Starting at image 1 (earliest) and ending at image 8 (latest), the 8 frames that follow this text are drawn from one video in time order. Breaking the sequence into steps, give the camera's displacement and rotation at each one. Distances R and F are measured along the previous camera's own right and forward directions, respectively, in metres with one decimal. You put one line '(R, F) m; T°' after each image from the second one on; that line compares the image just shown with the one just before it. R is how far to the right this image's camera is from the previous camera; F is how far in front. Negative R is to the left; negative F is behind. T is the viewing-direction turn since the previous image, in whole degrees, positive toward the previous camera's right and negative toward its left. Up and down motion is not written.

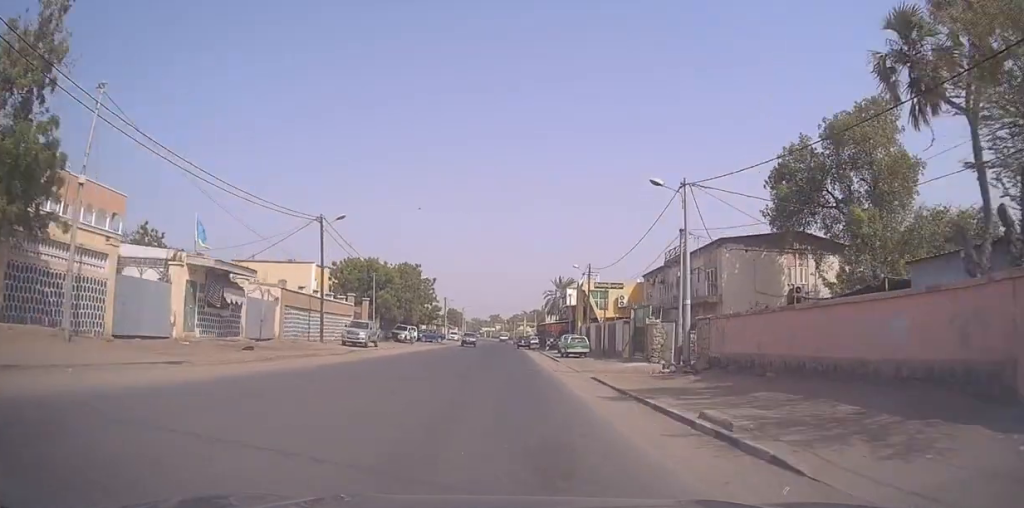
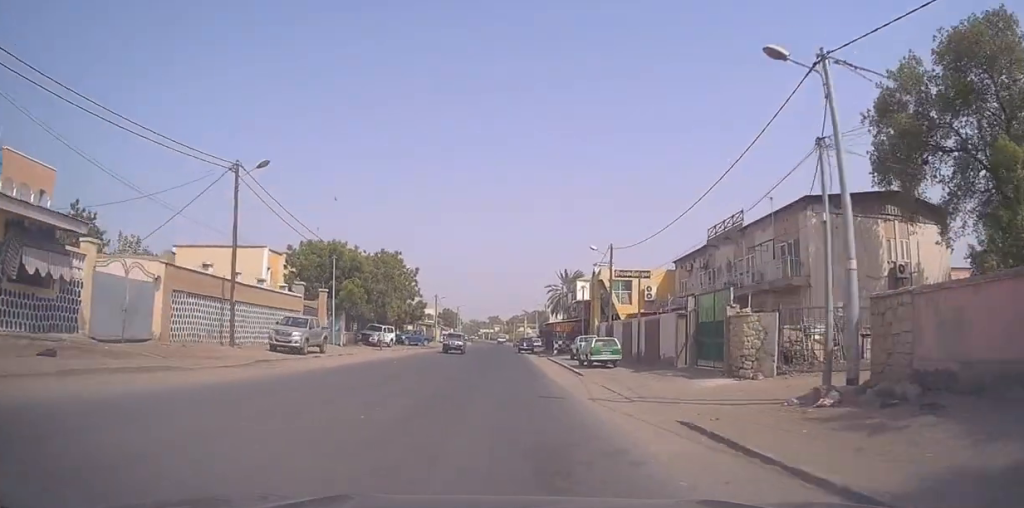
(-0.2, +12.2) m; +1°
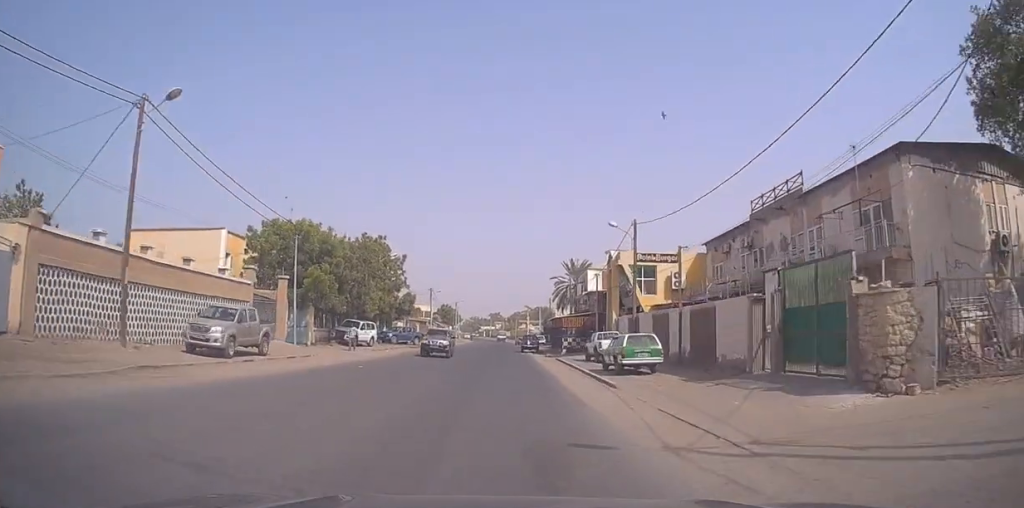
(+0.2, +7.8) m; 0°
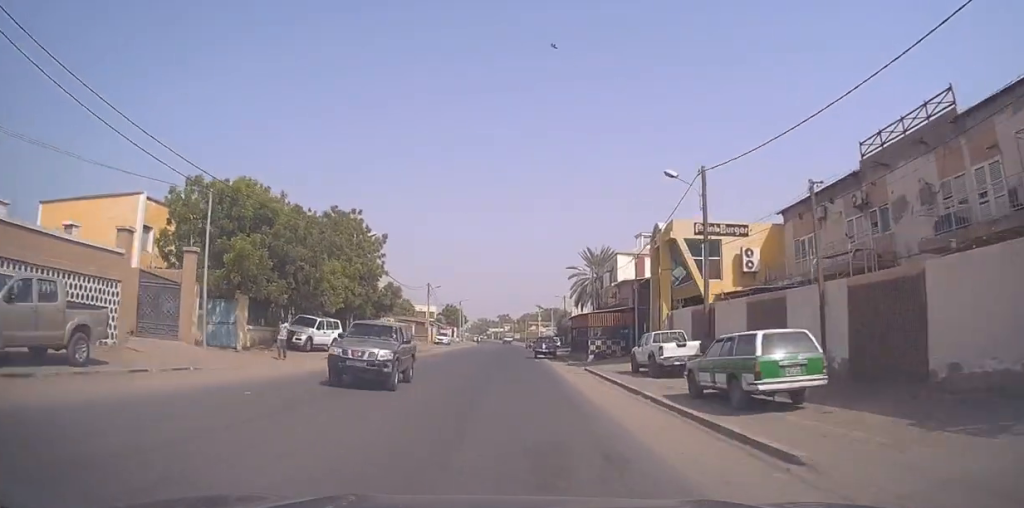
(+0.2, +11.3) m; -1°
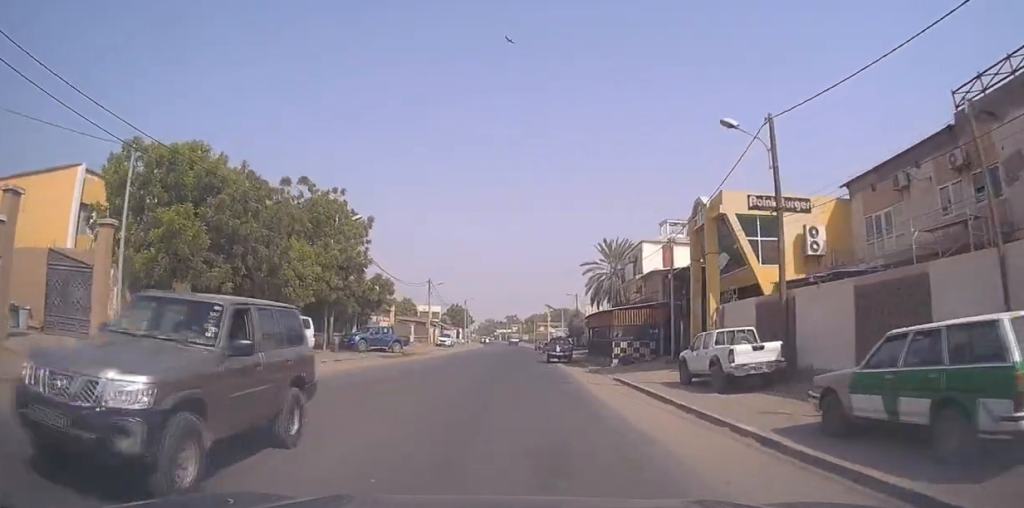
(-0.4, +6.2) m; -1°
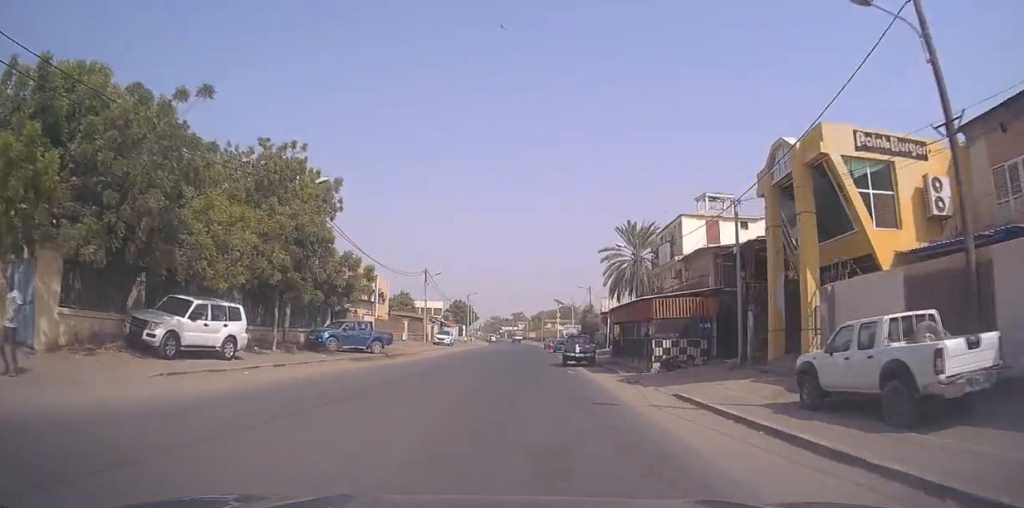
(-0.1, +7.9) m; 0°
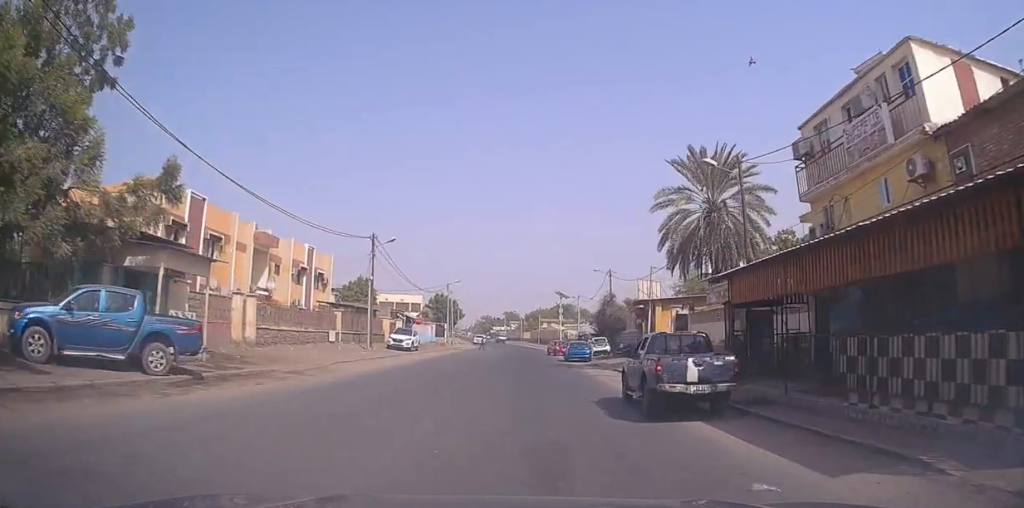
(+0.5, +21.0) m; 0°
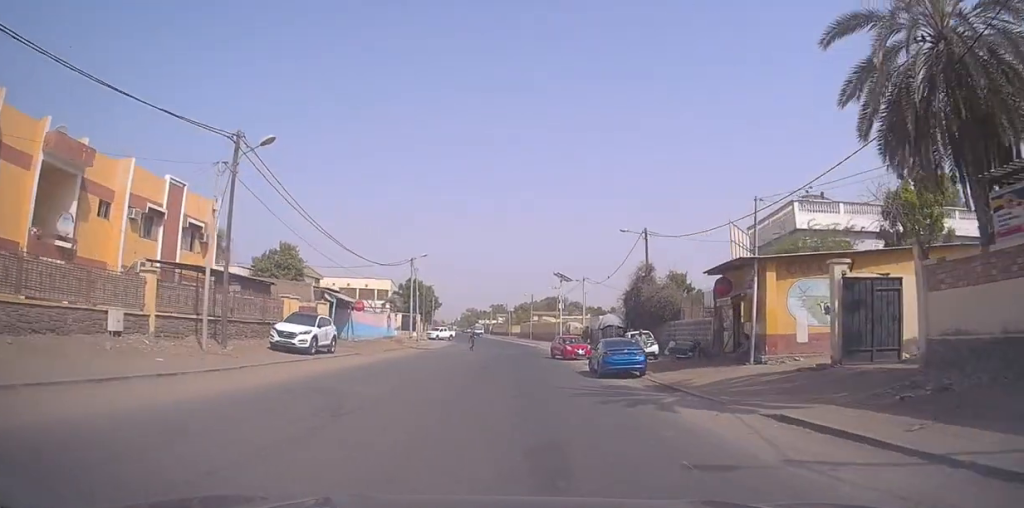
(+0.8, +20.9) m; +5°
